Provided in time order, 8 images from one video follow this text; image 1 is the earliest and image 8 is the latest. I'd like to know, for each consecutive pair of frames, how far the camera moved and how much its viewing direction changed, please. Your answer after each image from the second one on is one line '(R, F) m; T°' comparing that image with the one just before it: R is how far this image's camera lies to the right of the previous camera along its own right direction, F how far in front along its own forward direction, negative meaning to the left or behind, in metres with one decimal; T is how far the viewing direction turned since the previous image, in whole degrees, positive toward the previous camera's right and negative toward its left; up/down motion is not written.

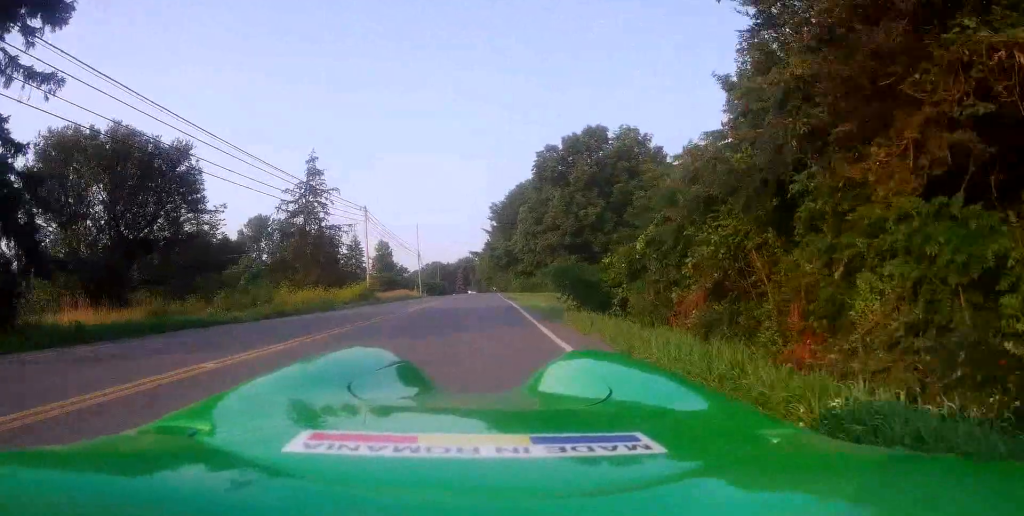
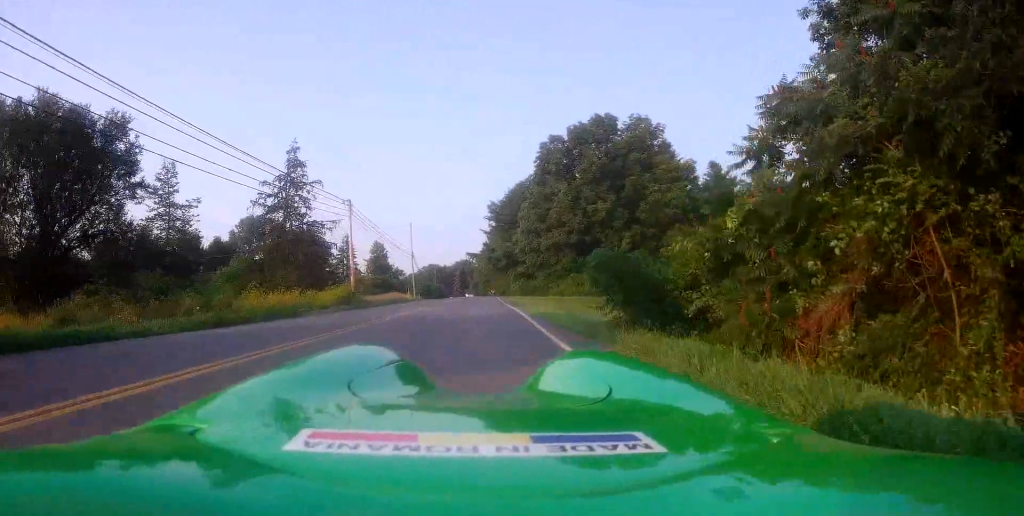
(+0.4, +4.7) m; 0°
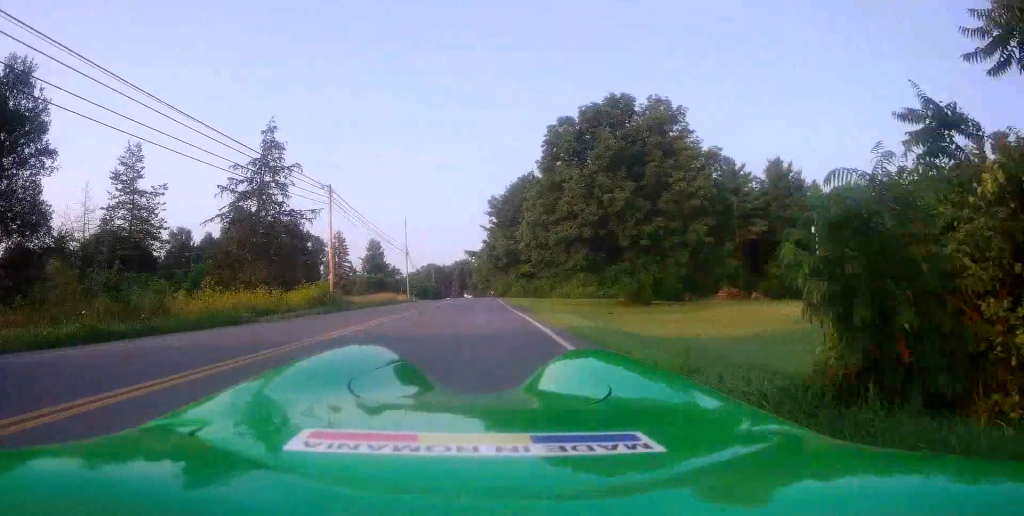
(+0.2, +5.4) m; 0°
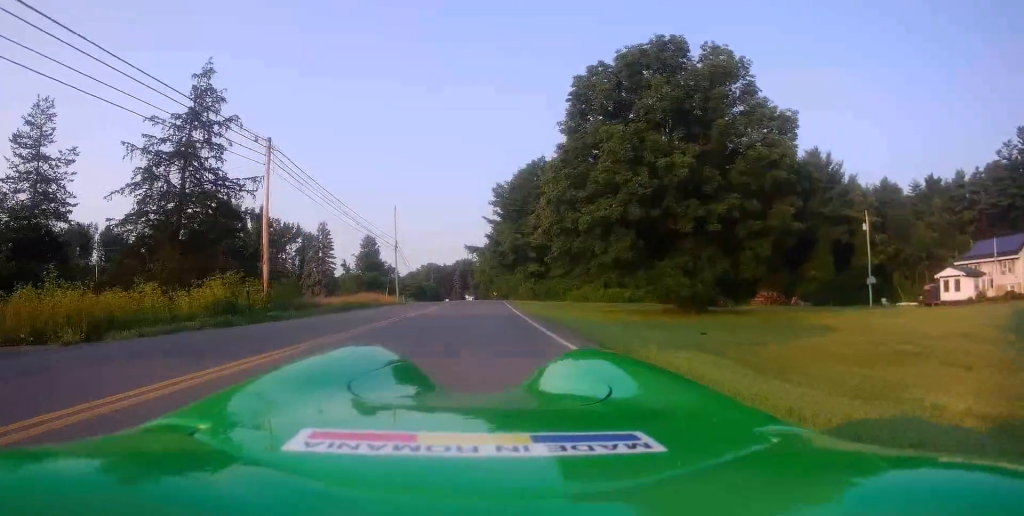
(-0.5, +11.2) m; -1°
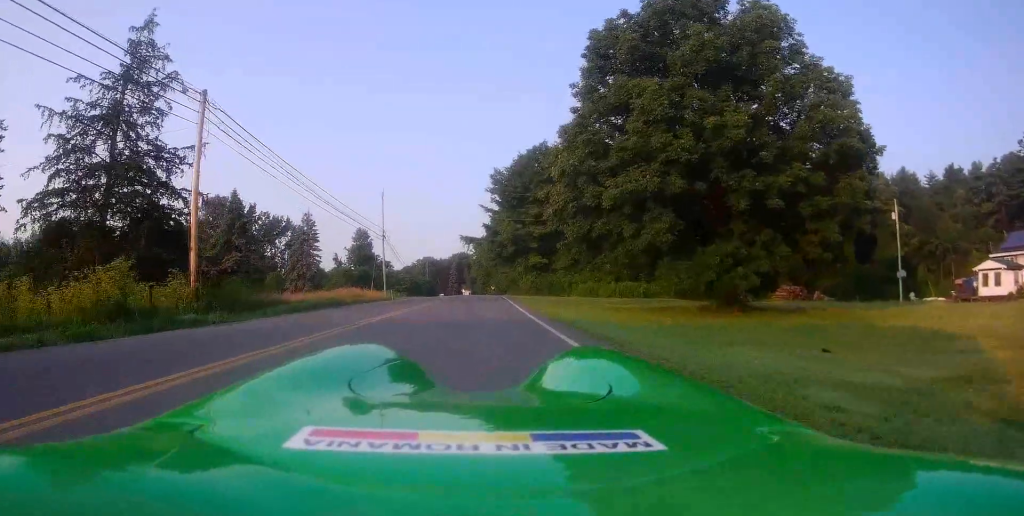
(+0.1, +6.4) m; -1°
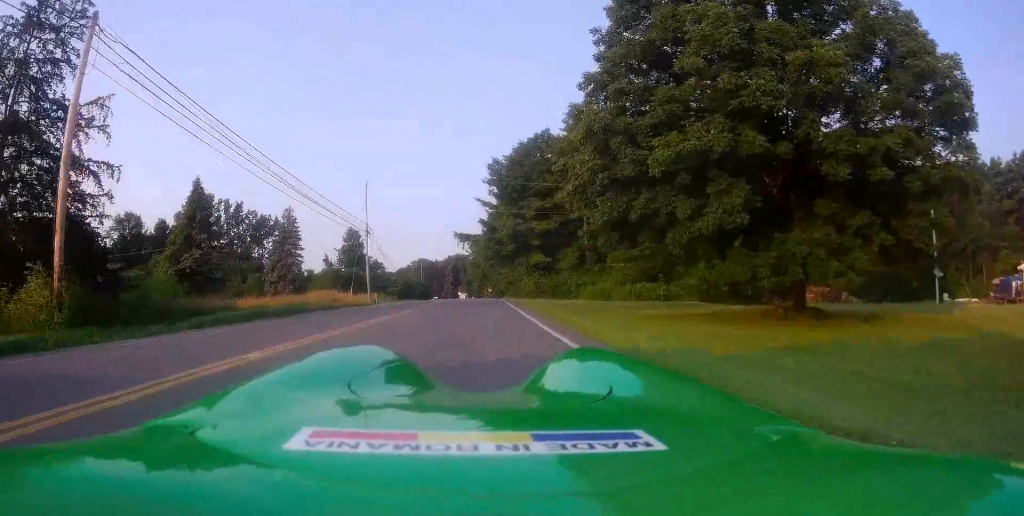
(-0.1, +6.6) m; -5°
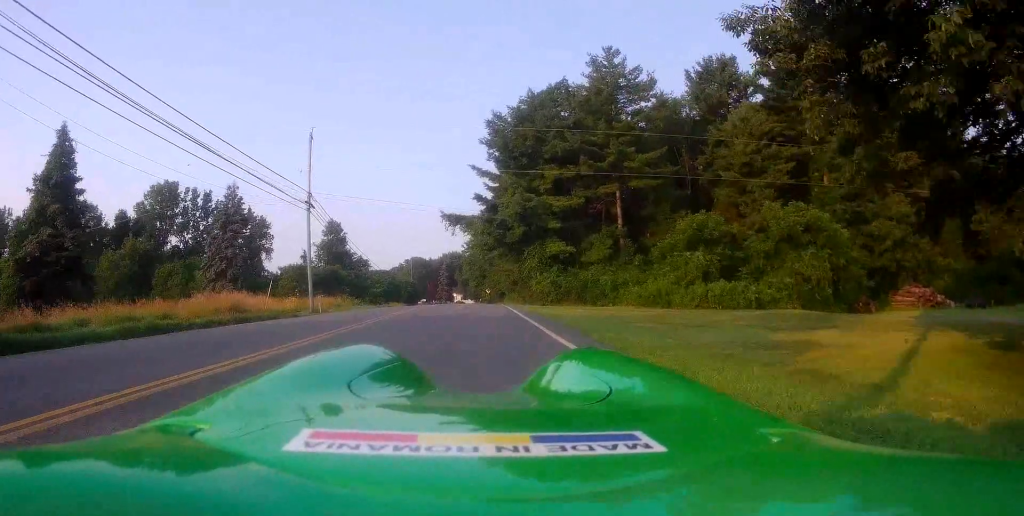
(+0.1, +15.9) m; +6°
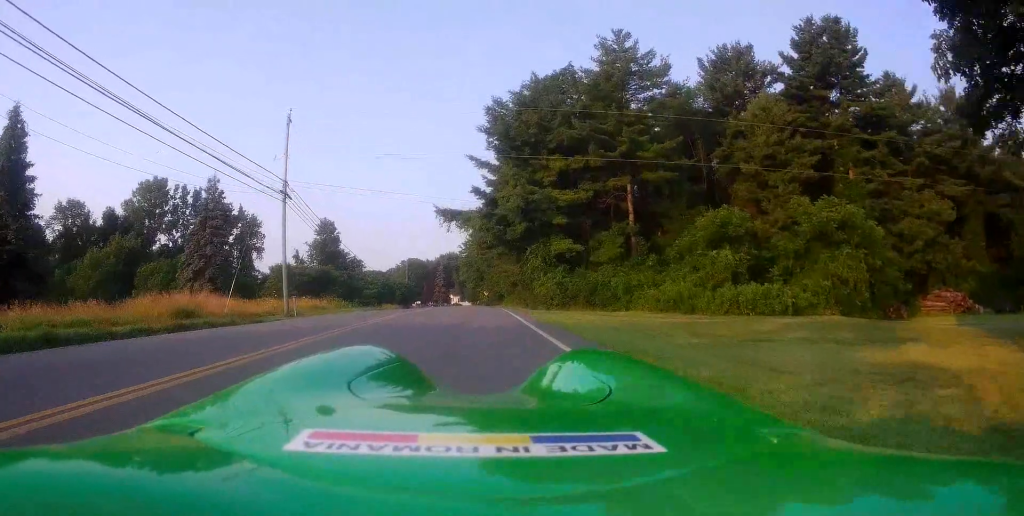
(+0.4, +3.7) m; -1°
